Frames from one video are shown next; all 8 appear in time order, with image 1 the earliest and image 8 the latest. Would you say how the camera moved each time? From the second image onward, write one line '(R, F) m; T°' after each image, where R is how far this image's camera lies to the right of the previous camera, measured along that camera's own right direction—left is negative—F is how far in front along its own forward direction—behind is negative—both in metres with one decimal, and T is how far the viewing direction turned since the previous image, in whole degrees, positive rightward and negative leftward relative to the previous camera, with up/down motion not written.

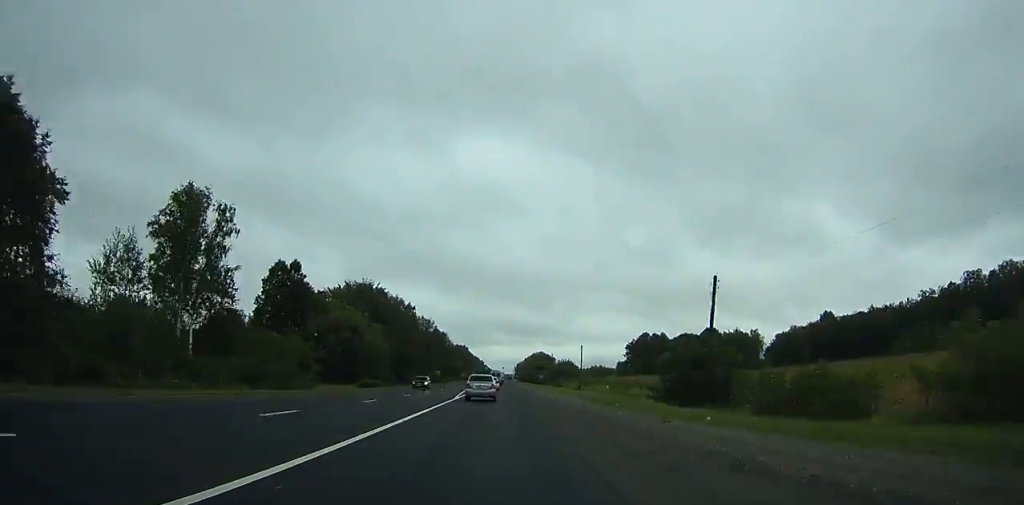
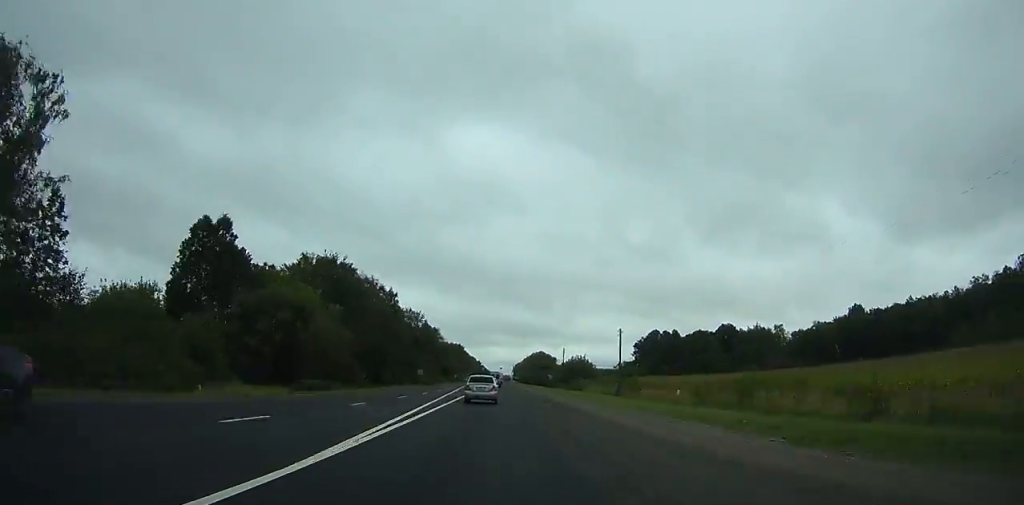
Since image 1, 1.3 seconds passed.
(+0.1, +26.5) m; 0°
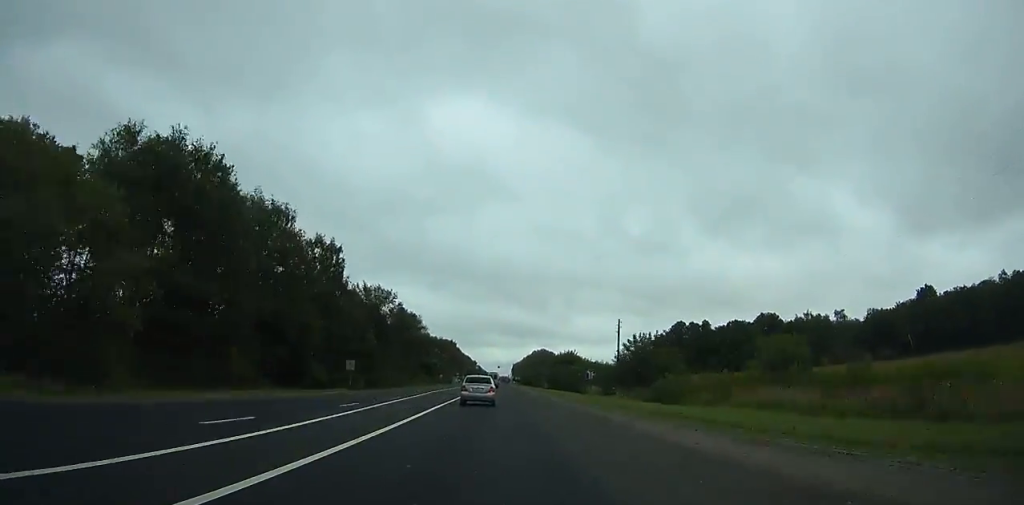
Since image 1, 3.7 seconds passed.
(0.0, +48.4) m; 0°
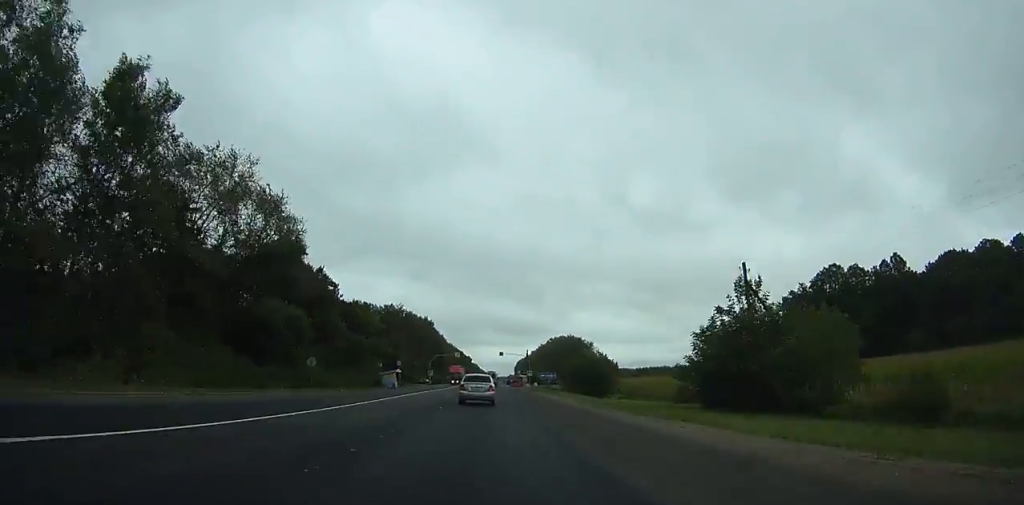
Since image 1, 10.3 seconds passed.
(-0.2, +129.9) m; 0°
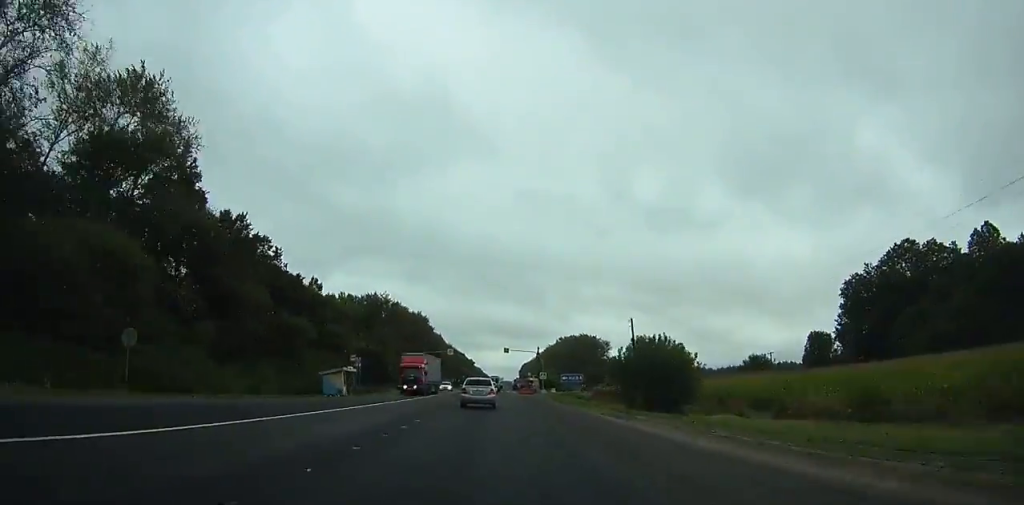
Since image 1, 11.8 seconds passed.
(+0.1, +28.8) m; 0°
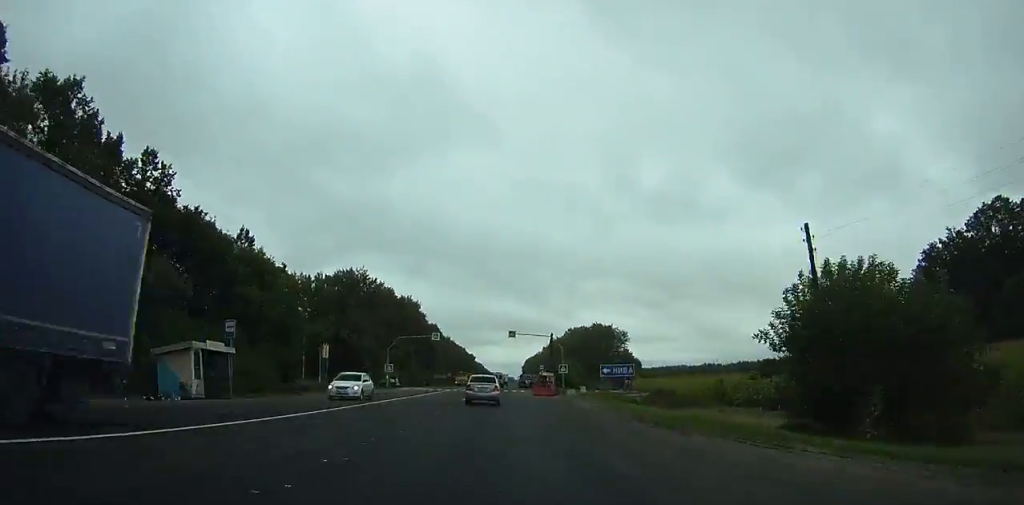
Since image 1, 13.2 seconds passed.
(+0.1, +26.9) m; 0°
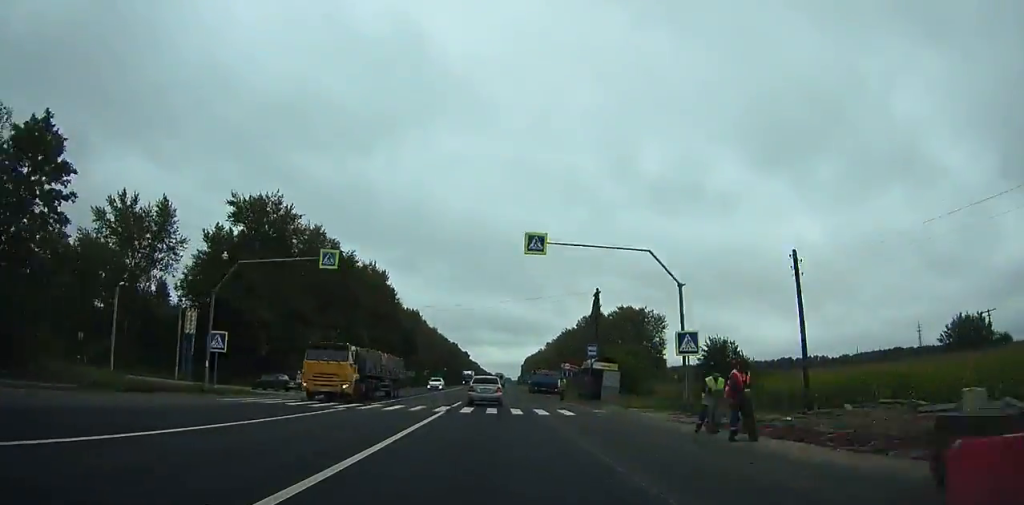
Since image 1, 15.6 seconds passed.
(0.0, +45.7) m; 0°
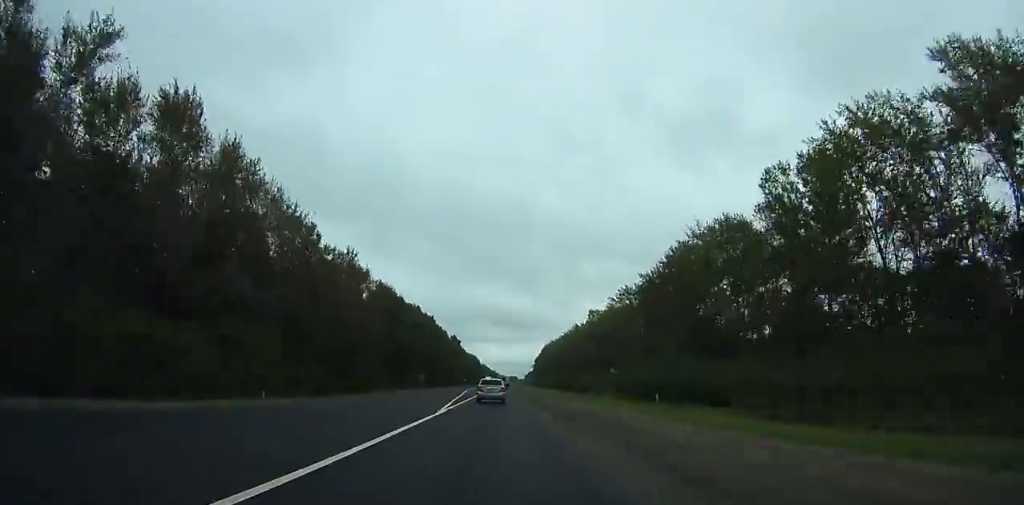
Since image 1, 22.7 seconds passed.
(-3.5, +132.8) m; -6°
